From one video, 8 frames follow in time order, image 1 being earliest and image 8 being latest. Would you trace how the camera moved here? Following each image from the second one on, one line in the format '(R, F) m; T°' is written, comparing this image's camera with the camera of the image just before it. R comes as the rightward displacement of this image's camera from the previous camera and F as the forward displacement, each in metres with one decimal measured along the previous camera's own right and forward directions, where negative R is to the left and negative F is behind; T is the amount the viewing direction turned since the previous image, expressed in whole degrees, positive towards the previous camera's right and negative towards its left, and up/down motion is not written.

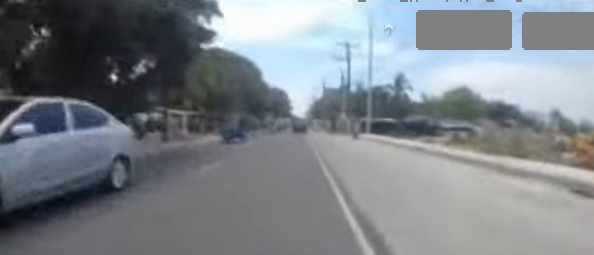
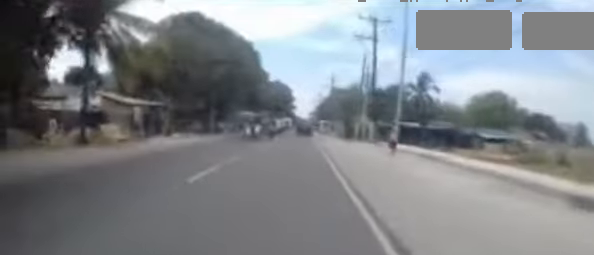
(+0.1, +9.9) m; +2°
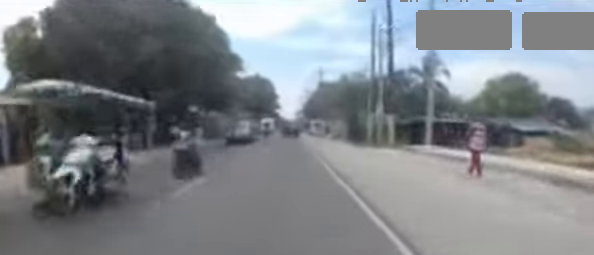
(+0.2, +9.7) m; +1°
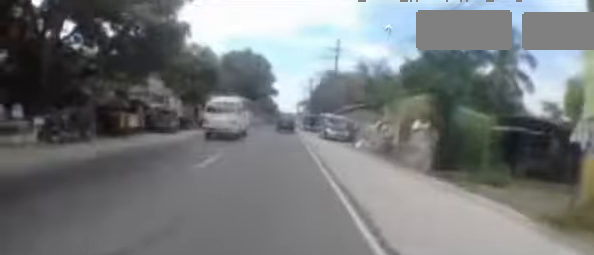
(-0.3, +16.2) m; +1°
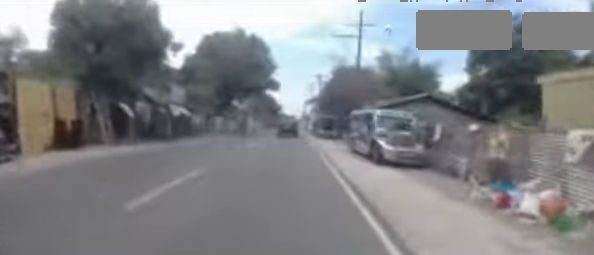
(+0.4, +12.0) m; +1°
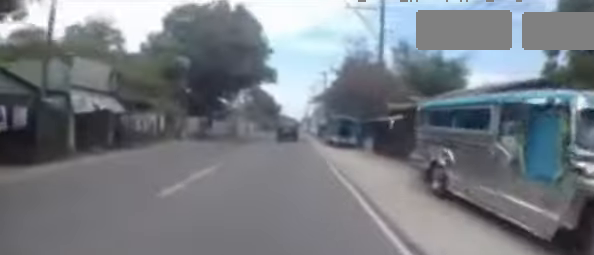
(-0.2, +8.2) m; -1°
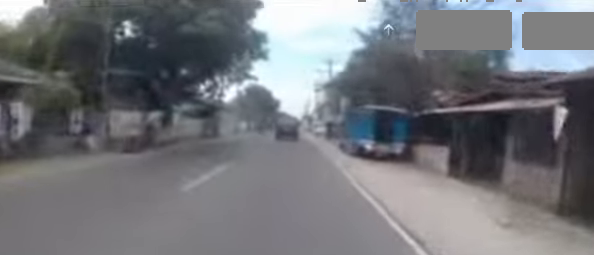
(-0.1, +8.9) m; +1°
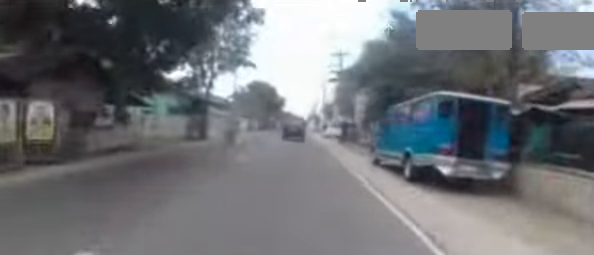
(0.0, +5.5) m; +1°
